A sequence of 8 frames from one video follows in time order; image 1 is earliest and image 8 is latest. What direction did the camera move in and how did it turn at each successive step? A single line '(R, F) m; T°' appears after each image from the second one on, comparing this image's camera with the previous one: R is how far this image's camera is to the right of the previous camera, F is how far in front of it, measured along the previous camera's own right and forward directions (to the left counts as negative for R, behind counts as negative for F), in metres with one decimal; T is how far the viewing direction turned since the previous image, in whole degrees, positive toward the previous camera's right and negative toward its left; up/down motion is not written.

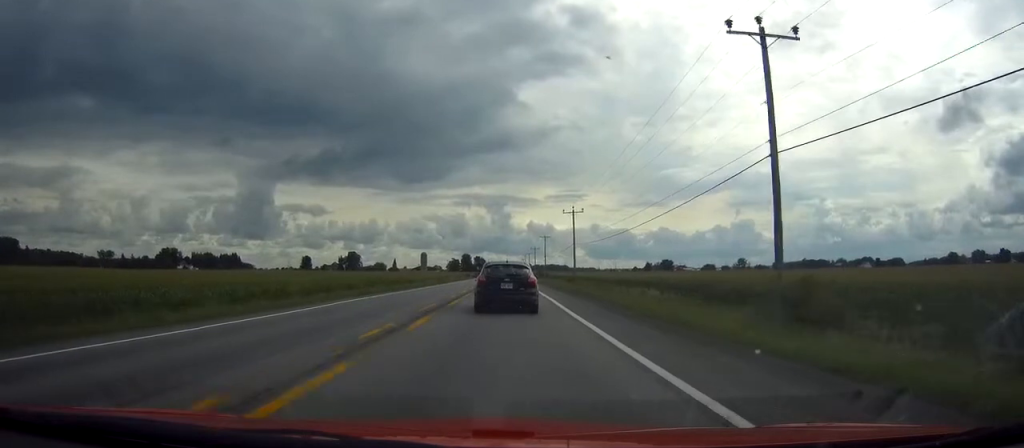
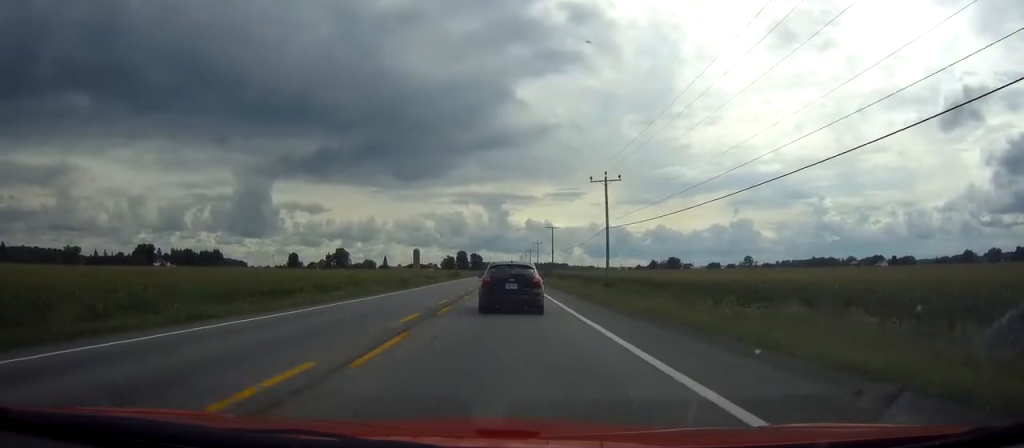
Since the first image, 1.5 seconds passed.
(0.0, +33.5) m; 0°
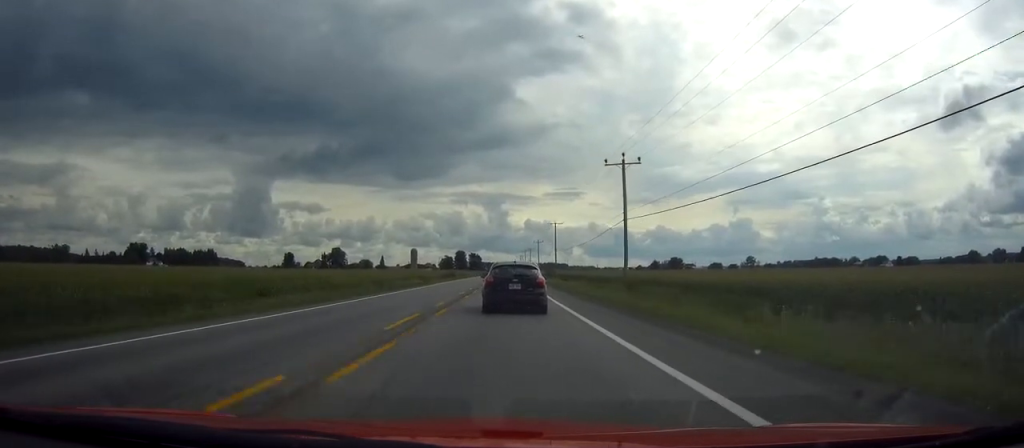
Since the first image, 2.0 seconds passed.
(0.0, +10.4) m; 0°
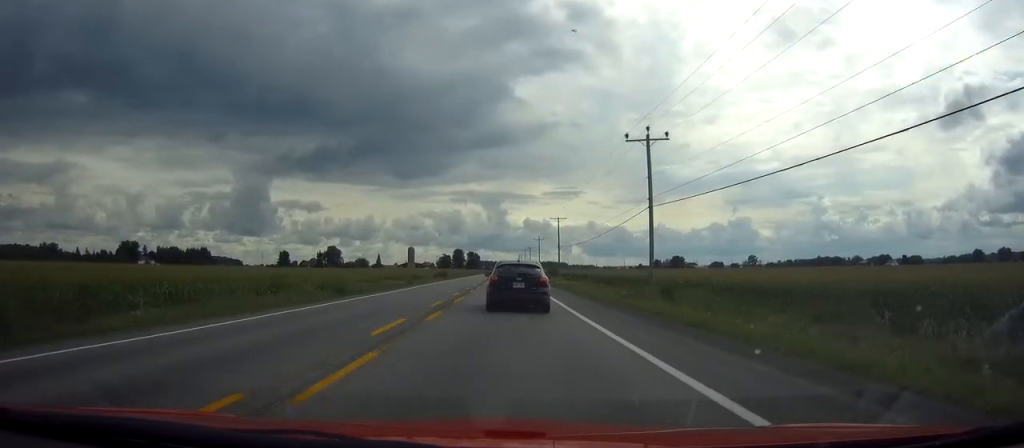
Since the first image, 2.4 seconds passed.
(0.0, +10.5) m; 0°
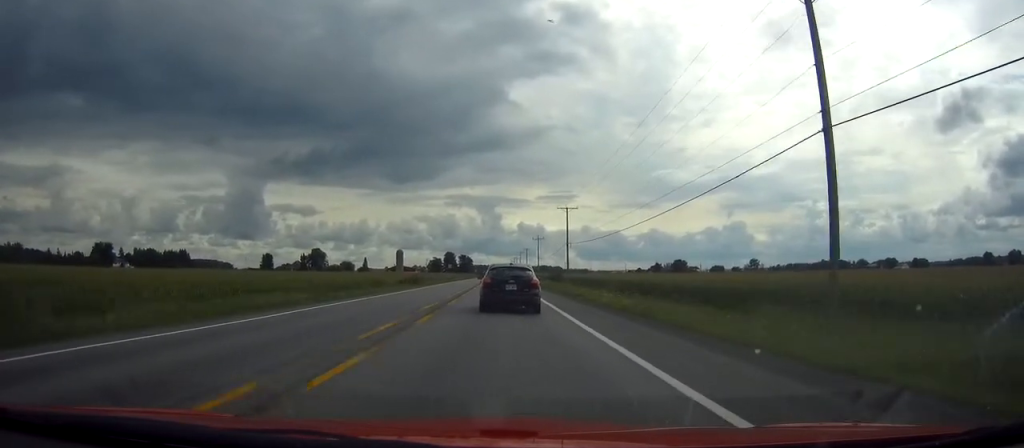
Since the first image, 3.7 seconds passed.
(0.0, +27.6) m; 0°
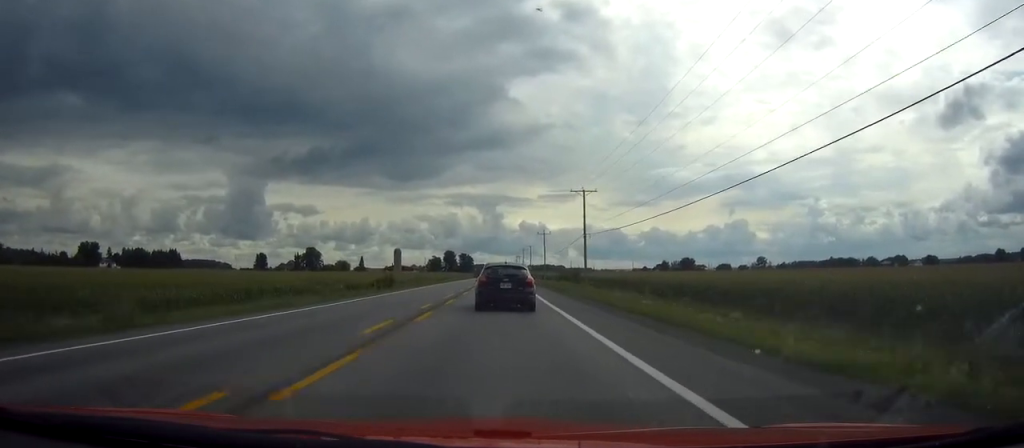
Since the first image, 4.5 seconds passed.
(0.0, +18.7) m; 0°
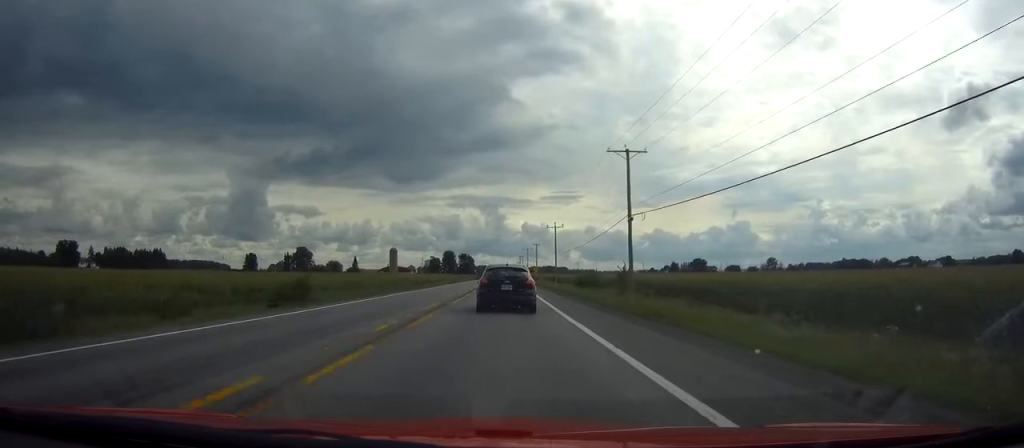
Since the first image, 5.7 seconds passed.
(0.0, +26.3) m; 0°
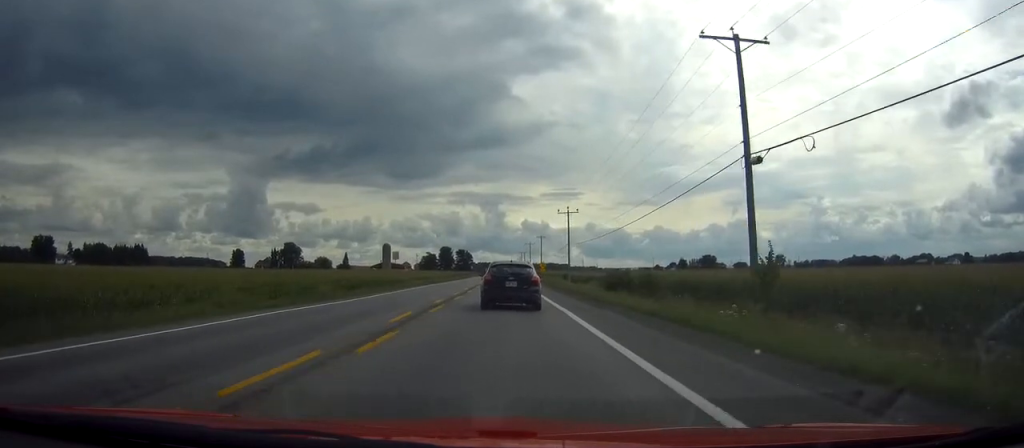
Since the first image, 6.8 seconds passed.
(0.0, +24.9) m; 0°
